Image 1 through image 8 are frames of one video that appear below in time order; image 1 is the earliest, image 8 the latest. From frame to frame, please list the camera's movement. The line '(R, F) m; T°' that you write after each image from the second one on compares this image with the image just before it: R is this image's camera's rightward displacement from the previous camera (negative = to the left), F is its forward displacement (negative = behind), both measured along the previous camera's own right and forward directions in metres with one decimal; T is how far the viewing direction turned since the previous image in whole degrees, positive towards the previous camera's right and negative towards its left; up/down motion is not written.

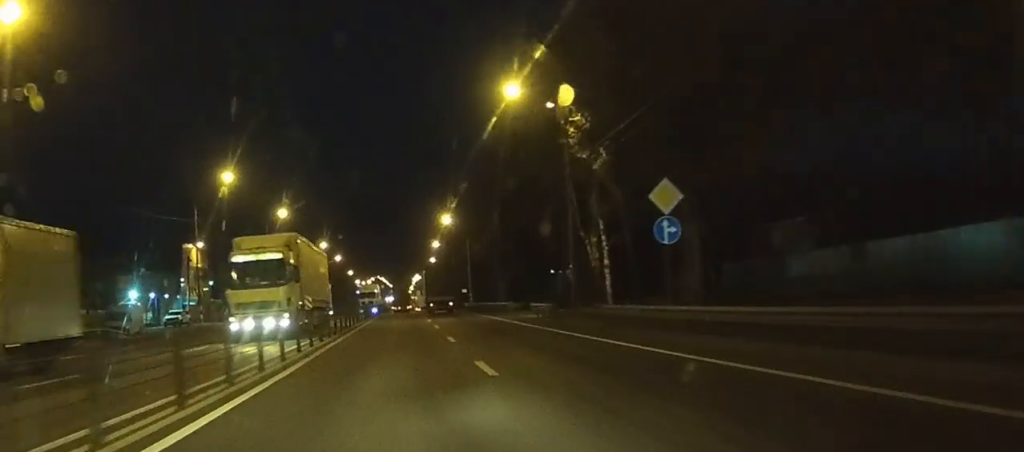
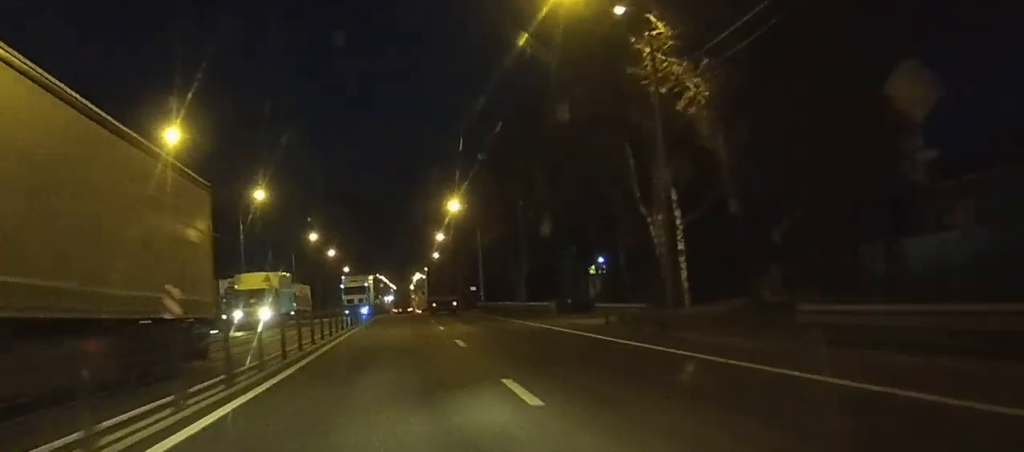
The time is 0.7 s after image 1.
(-0.1, +15.0) m; 0°
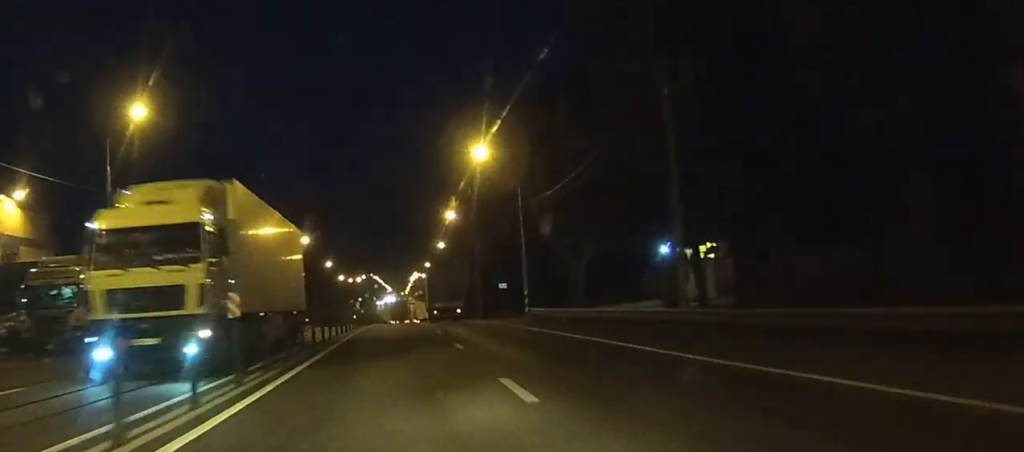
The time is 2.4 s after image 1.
(0.0, +34.9) m; 0°
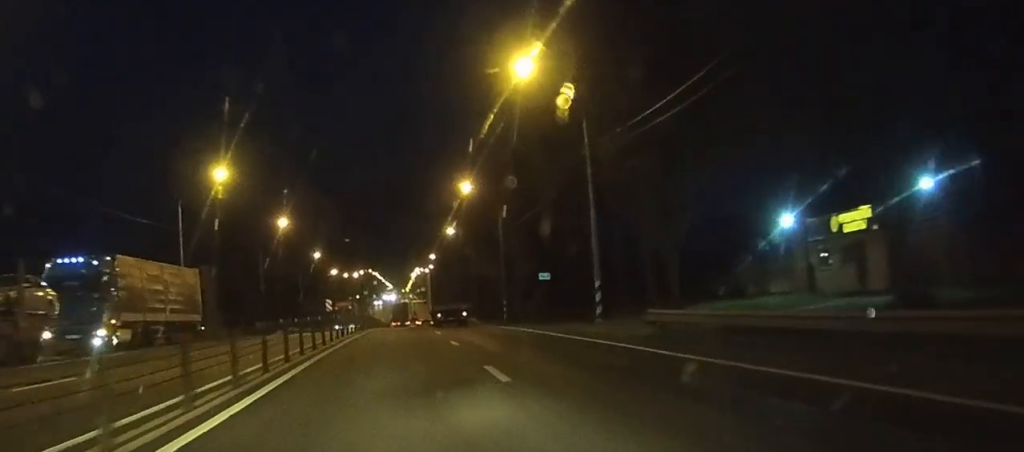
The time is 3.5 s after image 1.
(+0.2, +21.3) m; 0°
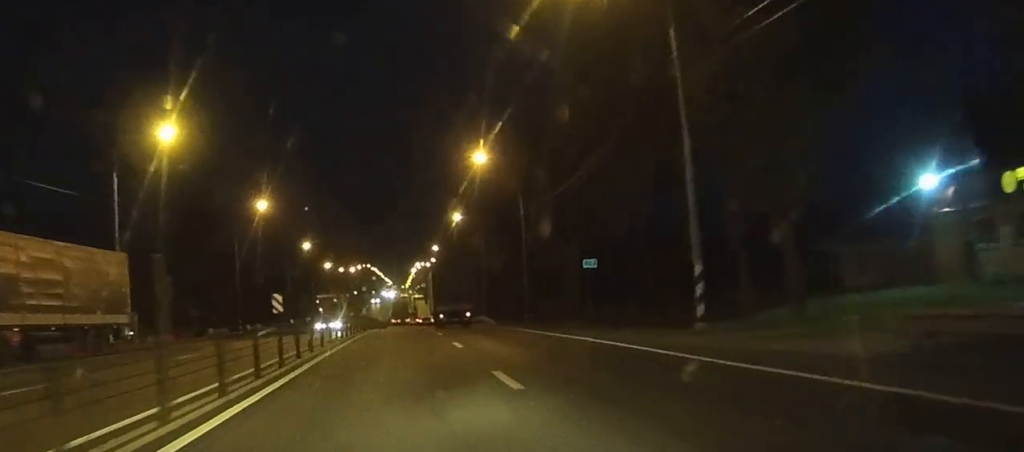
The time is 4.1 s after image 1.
(0.0, +13.0) m; 0°
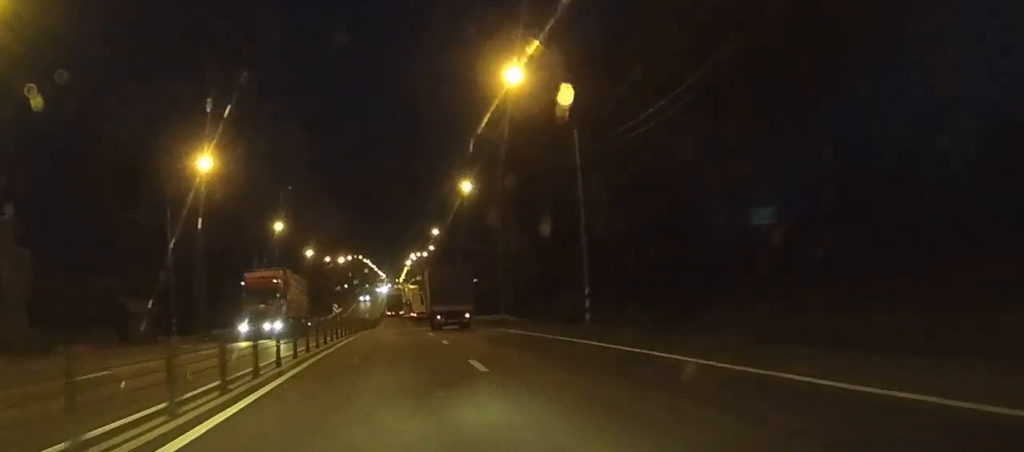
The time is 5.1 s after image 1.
(-0.2, +20.5) m; 0°
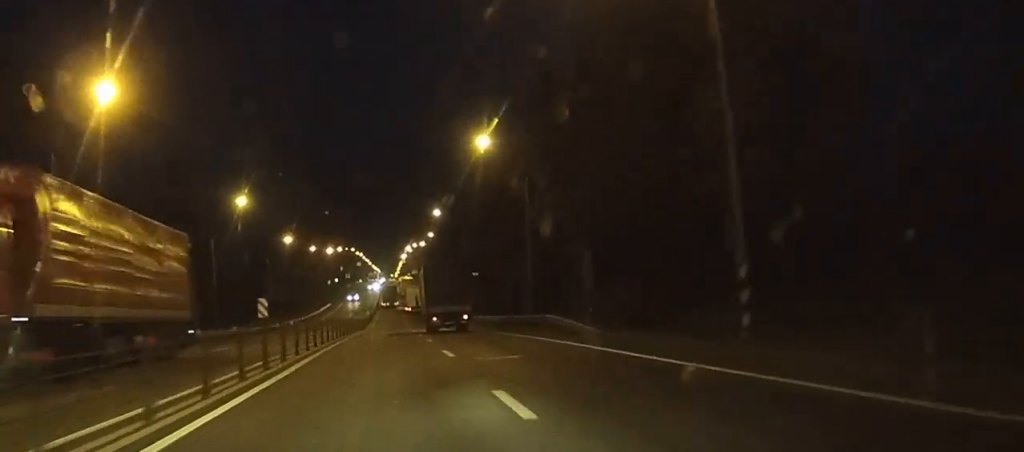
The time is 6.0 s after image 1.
(0.0, +18.4) m; 0°
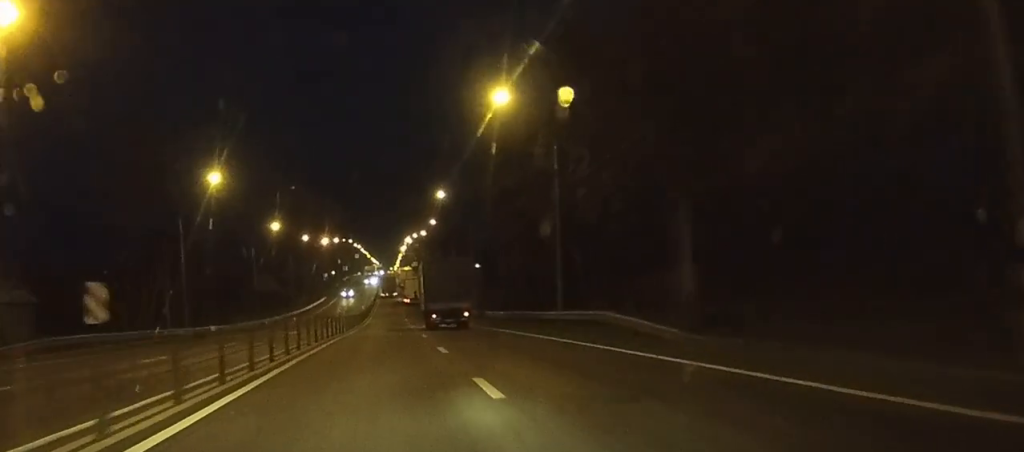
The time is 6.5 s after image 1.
(0.0, +10.2) m; 0°
